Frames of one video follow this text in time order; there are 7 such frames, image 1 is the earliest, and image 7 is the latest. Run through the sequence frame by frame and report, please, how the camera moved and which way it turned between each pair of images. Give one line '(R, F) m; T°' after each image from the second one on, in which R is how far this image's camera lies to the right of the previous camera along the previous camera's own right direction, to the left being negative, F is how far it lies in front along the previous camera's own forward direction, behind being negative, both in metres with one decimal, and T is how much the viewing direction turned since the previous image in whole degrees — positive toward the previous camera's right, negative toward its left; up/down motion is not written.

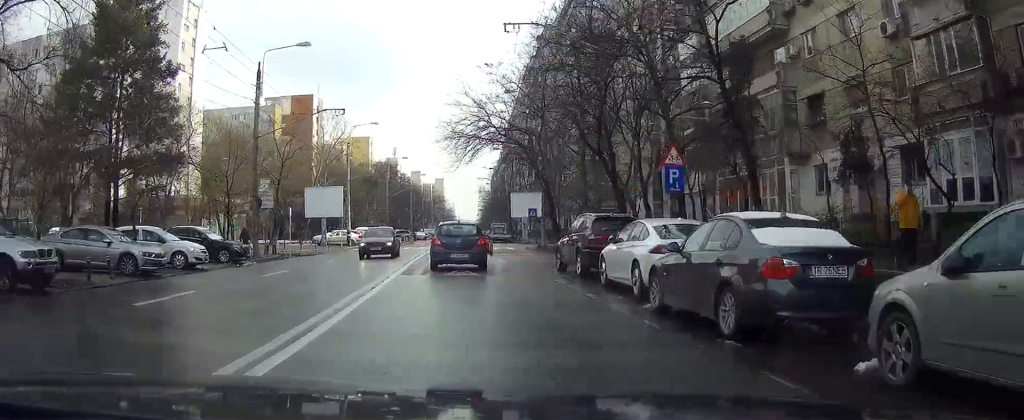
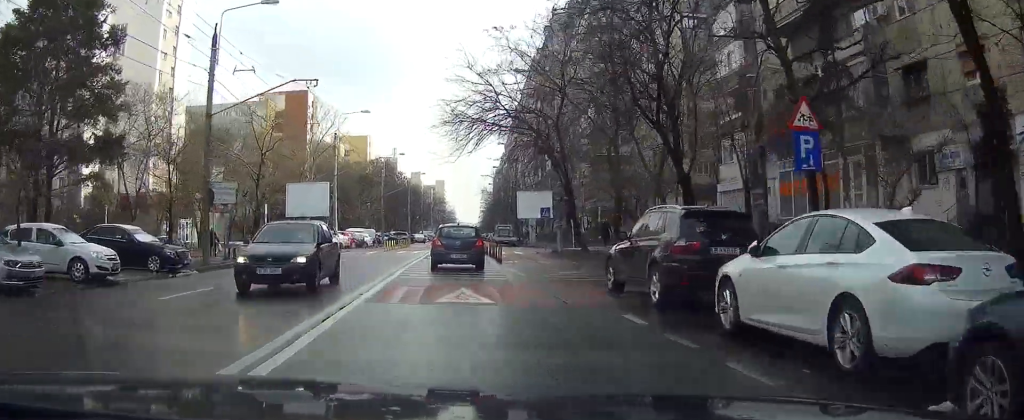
(+1.1, +7.1) m; +7°
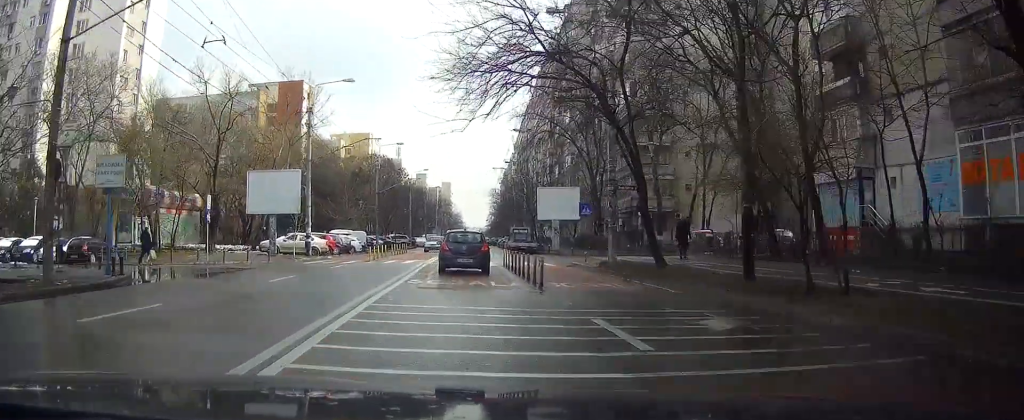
(-1.2, +11.9) m; -15°
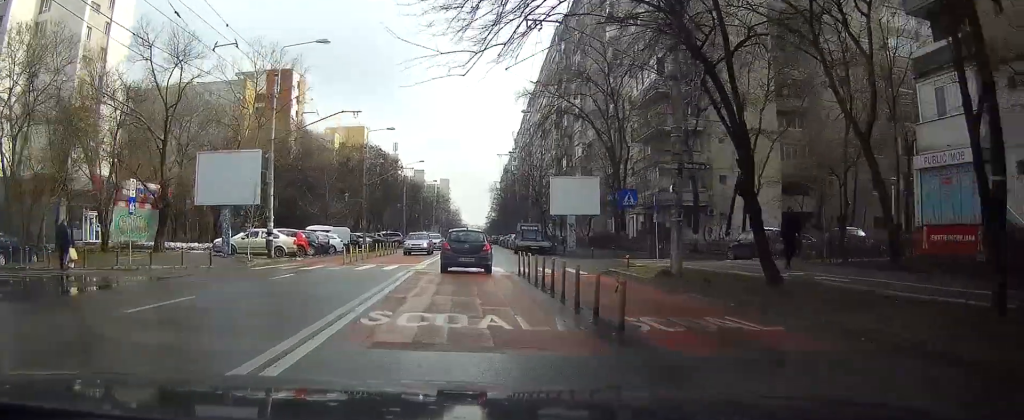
(-2.3, +8.2) m; +6°
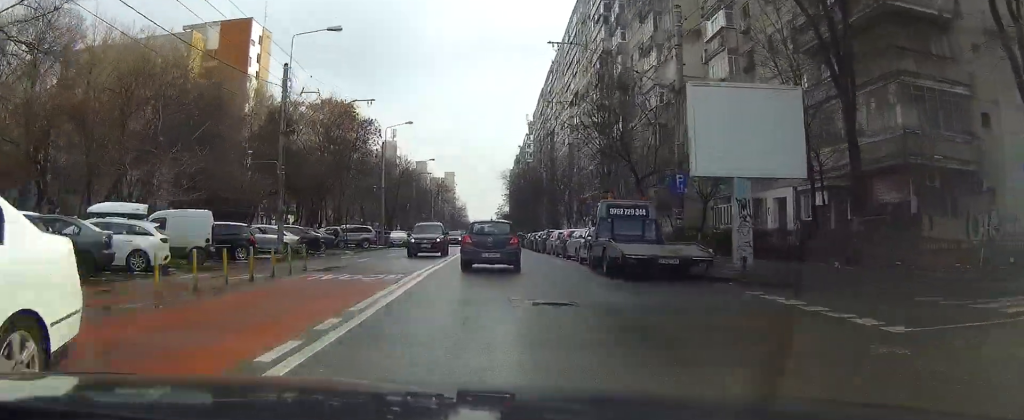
(-1.8, +29.8) m; -14°
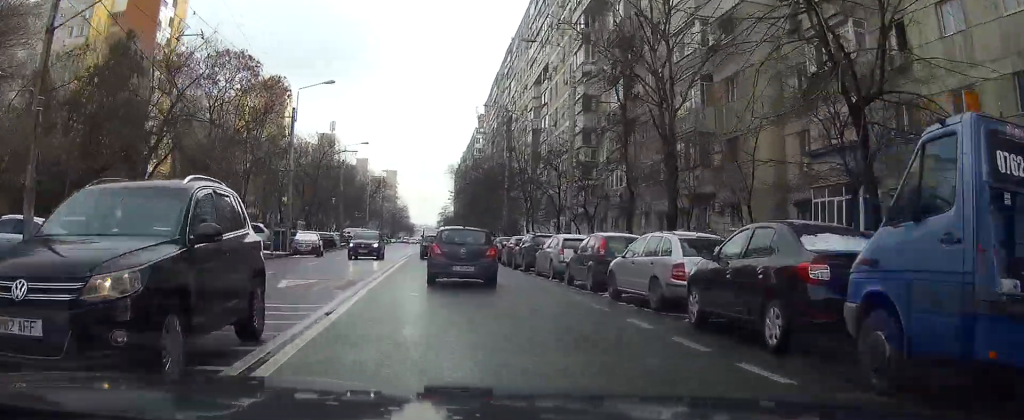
(+0.3, +18.1) m; +2°
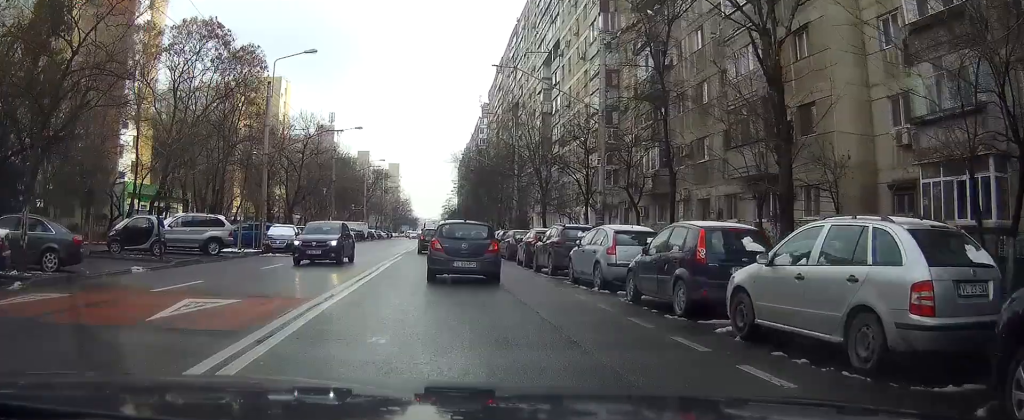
(+0.1, +7.2) m; +1°
